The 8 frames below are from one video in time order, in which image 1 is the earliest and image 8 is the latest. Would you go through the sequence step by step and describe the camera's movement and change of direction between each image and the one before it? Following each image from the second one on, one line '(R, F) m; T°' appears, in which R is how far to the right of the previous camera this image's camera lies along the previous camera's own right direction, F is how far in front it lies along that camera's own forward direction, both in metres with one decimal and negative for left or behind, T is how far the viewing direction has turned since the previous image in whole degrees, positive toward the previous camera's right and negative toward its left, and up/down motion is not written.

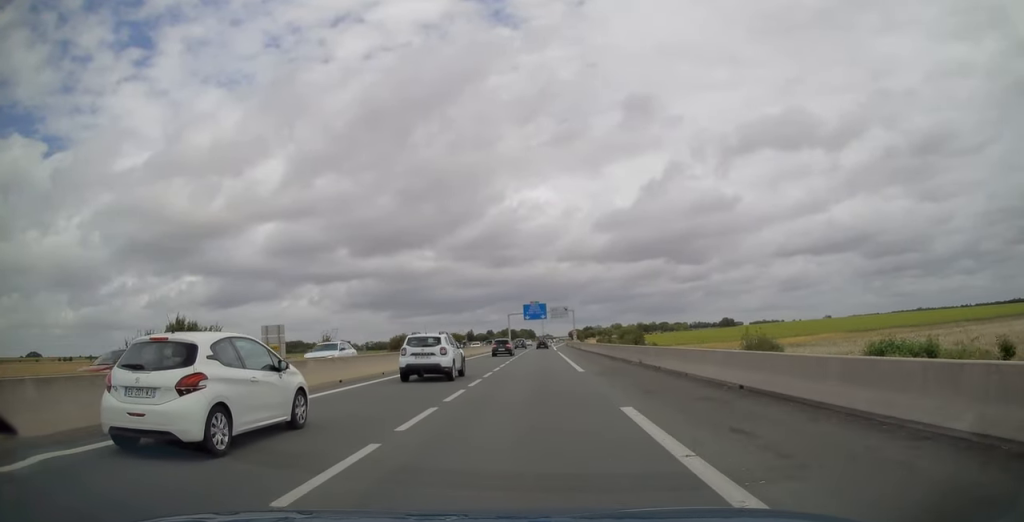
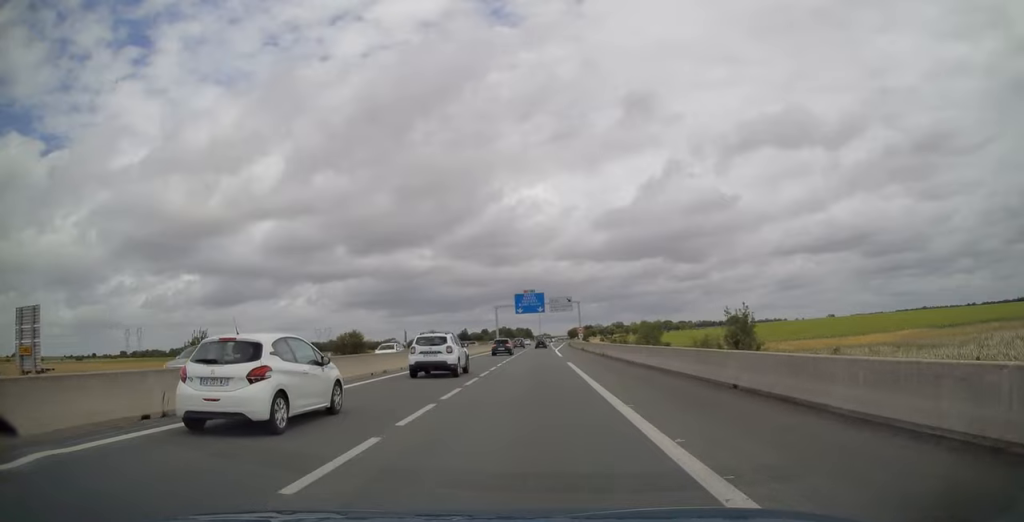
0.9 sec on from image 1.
(0.0, +29.9) m; 0°
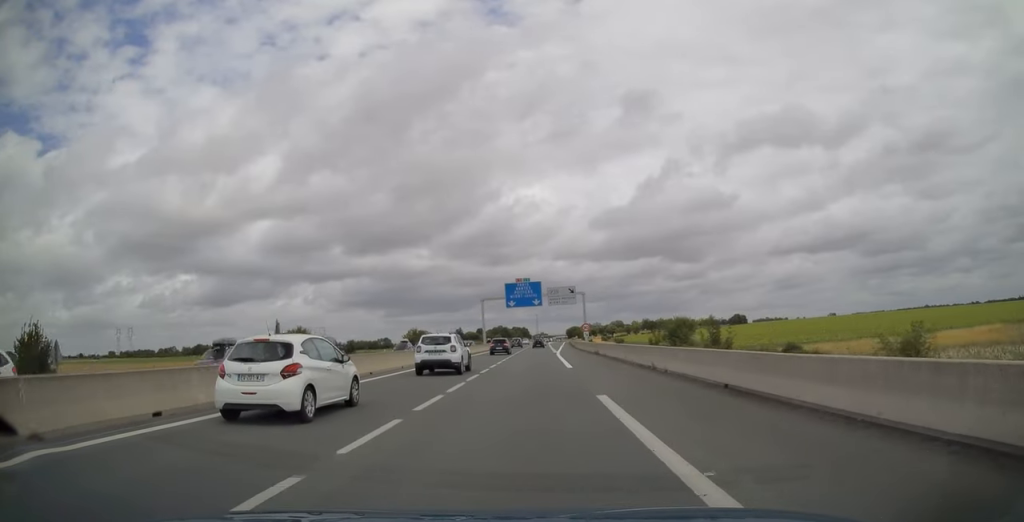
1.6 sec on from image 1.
(0.0, +19.5) m; +1°
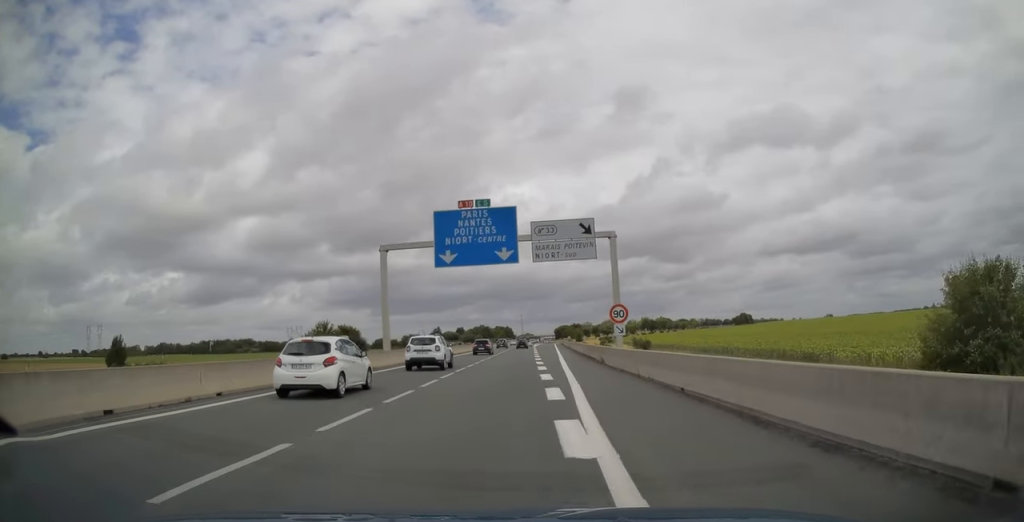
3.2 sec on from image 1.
(+0.6, +50.3) m; +1°
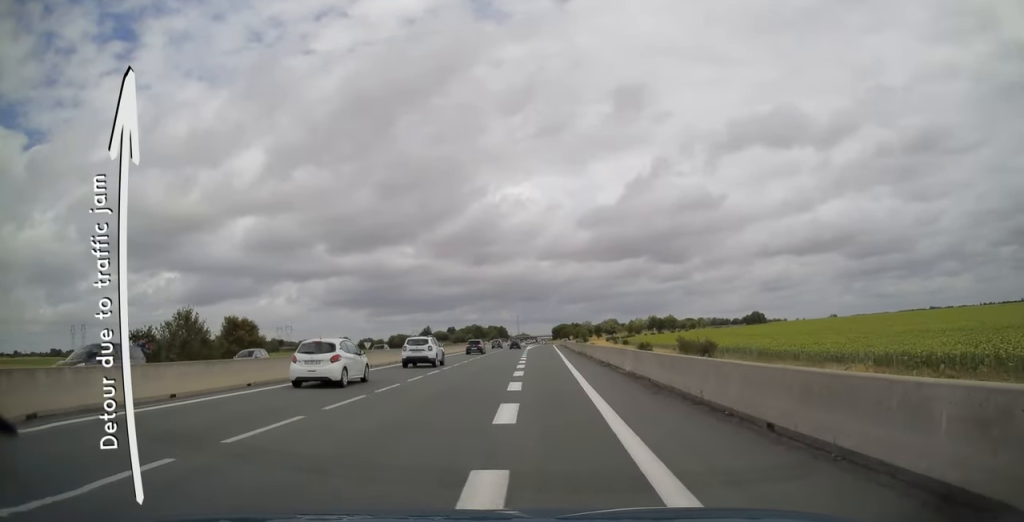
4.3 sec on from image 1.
(-0.1, +36.1) m; 0°
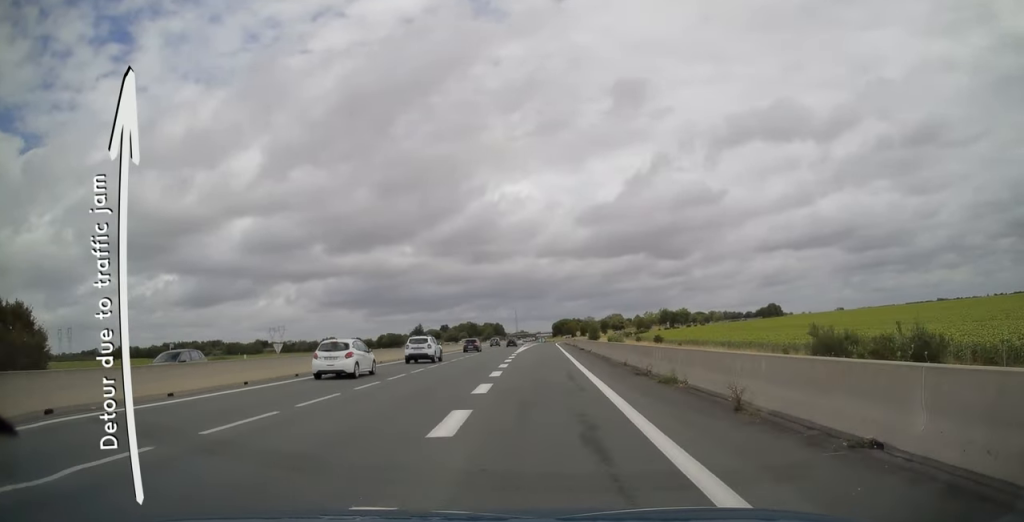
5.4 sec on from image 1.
(+0.2, +33.7) m; 0°
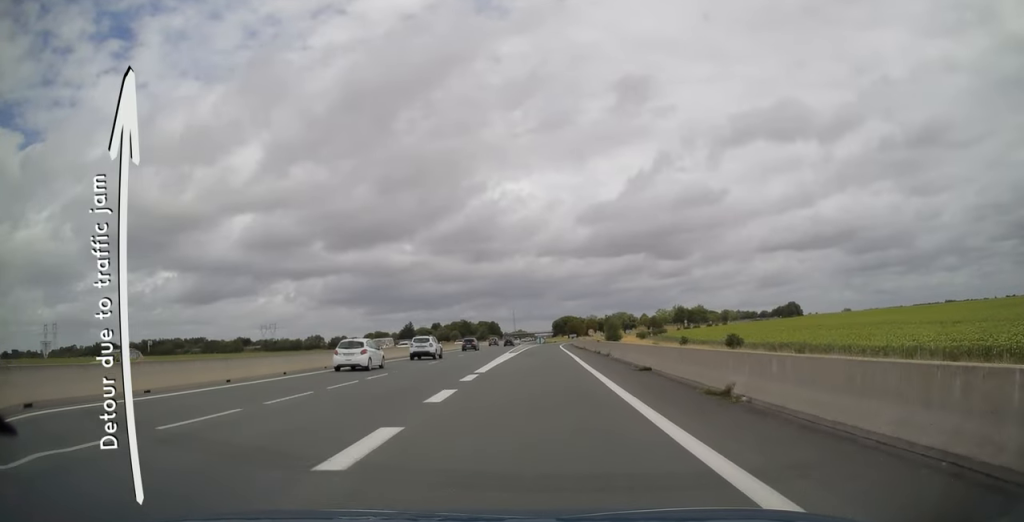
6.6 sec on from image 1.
(-0.1, +34.2) m; 0°
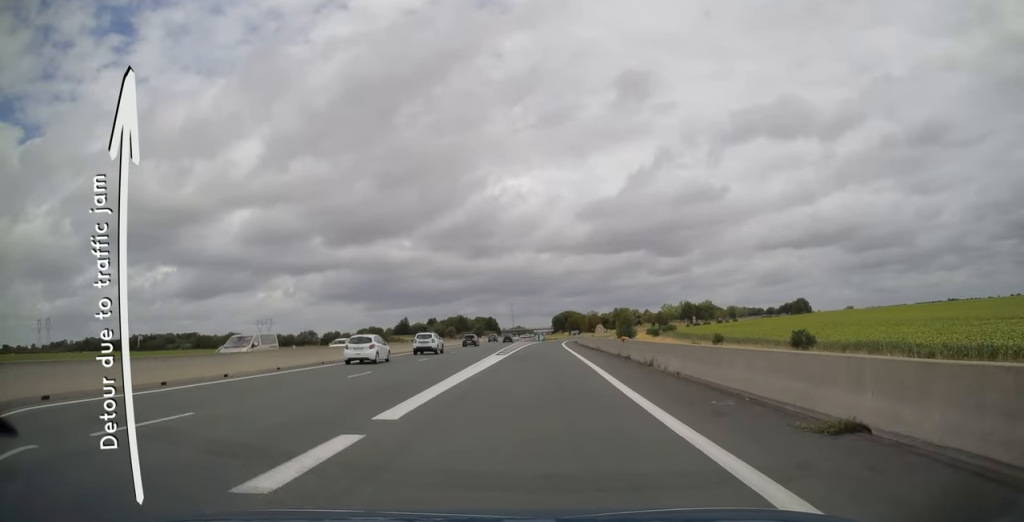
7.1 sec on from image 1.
(-0.1, +14.2) m; 0°
